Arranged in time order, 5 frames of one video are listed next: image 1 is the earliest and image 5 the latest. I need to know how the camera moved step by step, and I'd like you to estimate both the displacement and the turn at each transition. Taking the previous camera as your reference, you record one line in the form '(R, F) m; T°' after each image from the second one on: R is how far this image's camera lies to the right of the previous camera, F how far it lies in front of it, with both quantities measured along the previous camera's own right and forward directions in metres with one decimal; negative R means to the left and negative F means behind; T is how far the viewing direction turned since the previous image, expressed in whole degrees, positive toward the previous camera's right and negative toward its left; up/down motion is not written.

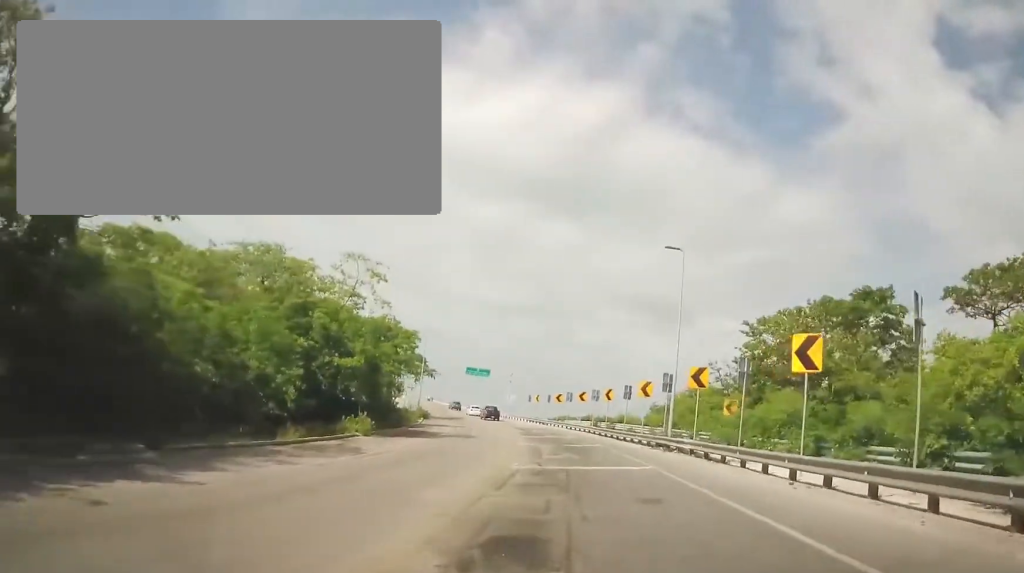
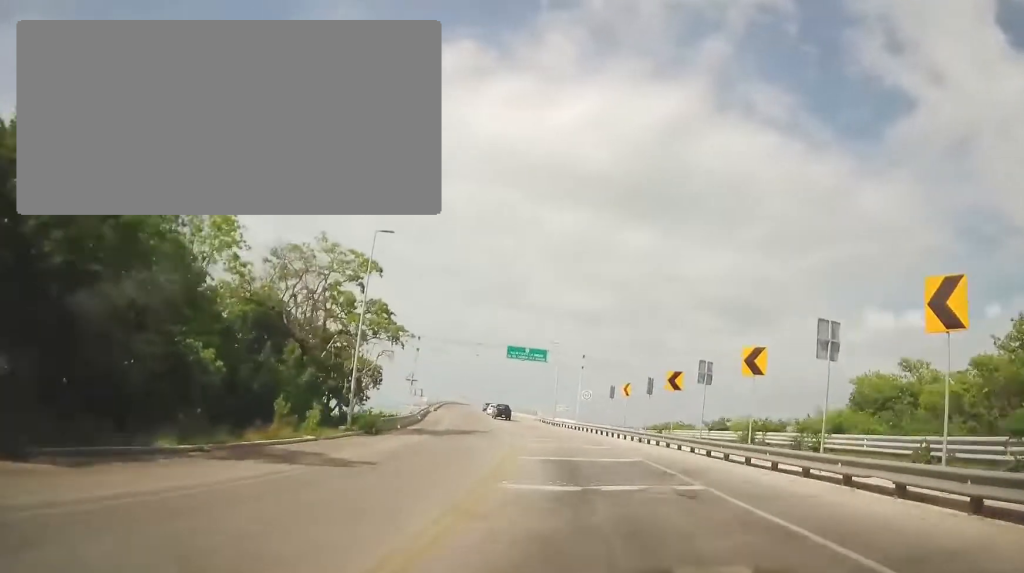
(-1.8, +36.6) m; -6°
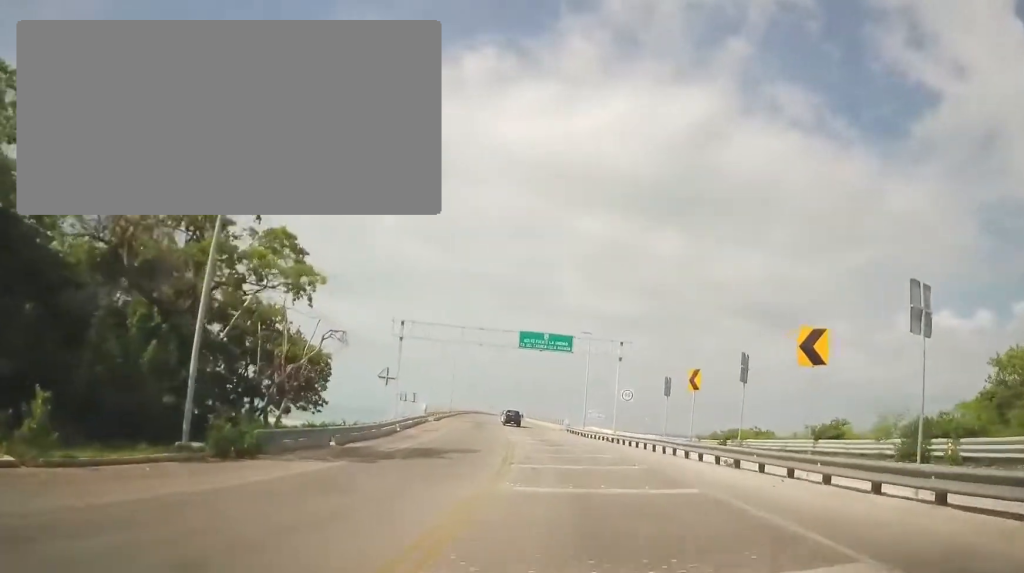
(-0.4, +14.3) m; -4°
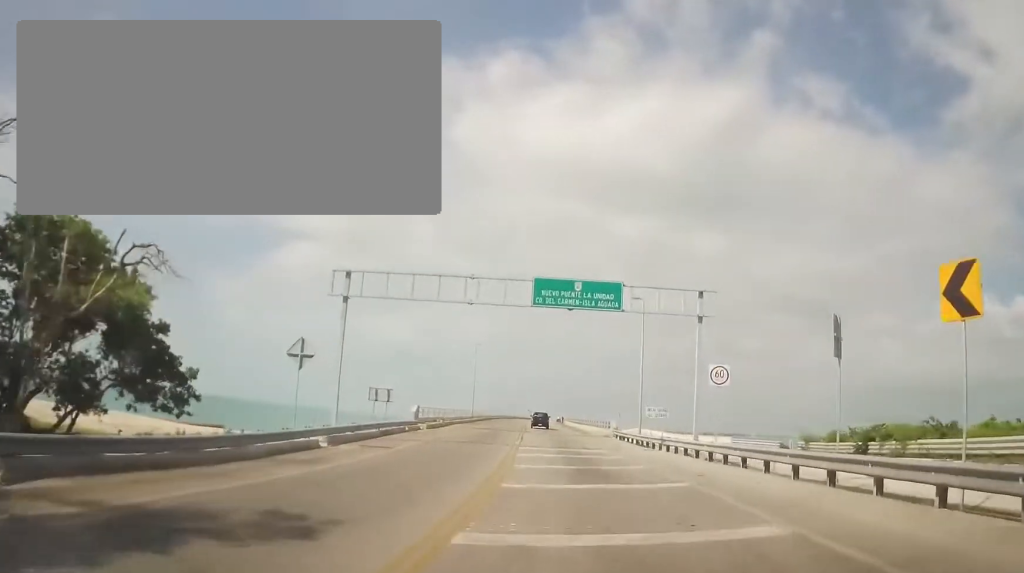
(-1.0, +16.7) m; -4°
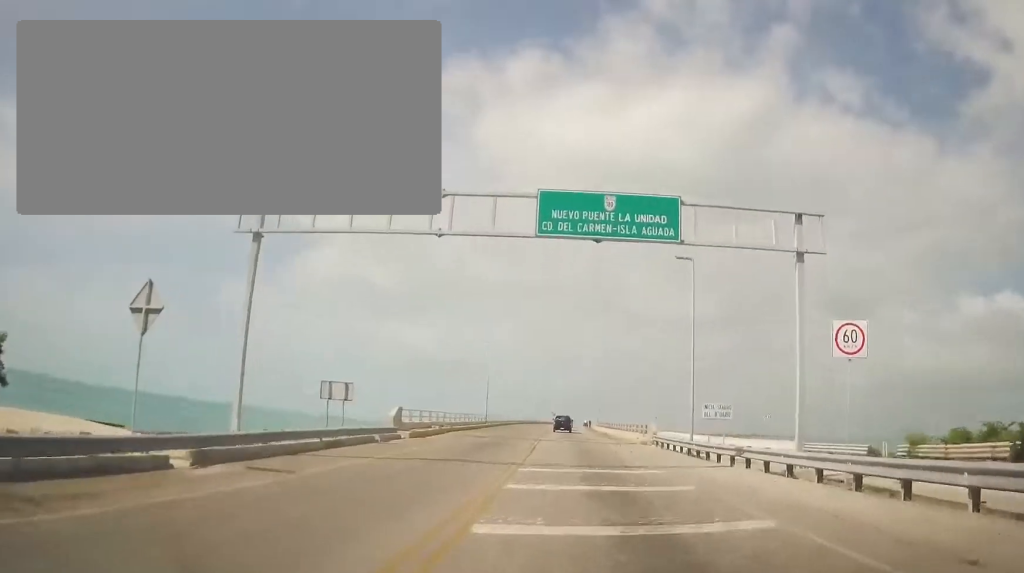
(+0.2, +10.0) m; 0°
